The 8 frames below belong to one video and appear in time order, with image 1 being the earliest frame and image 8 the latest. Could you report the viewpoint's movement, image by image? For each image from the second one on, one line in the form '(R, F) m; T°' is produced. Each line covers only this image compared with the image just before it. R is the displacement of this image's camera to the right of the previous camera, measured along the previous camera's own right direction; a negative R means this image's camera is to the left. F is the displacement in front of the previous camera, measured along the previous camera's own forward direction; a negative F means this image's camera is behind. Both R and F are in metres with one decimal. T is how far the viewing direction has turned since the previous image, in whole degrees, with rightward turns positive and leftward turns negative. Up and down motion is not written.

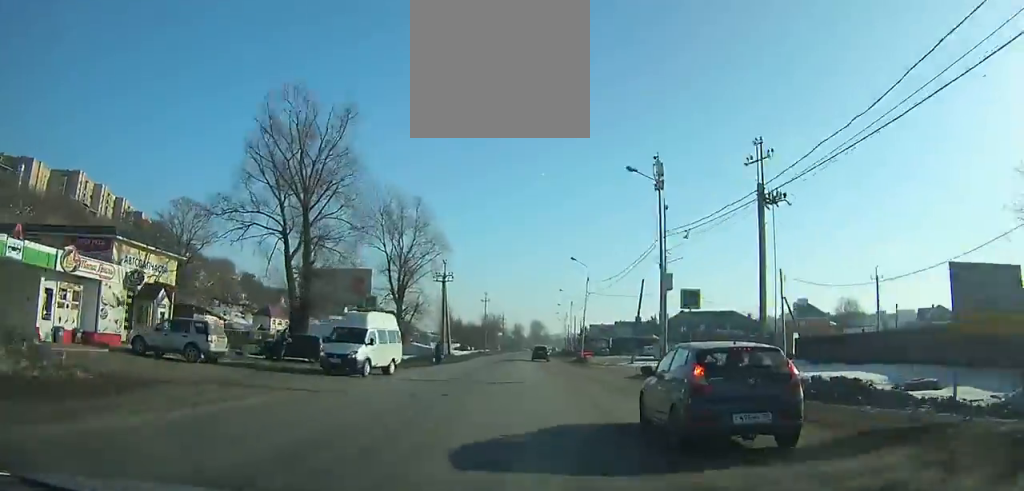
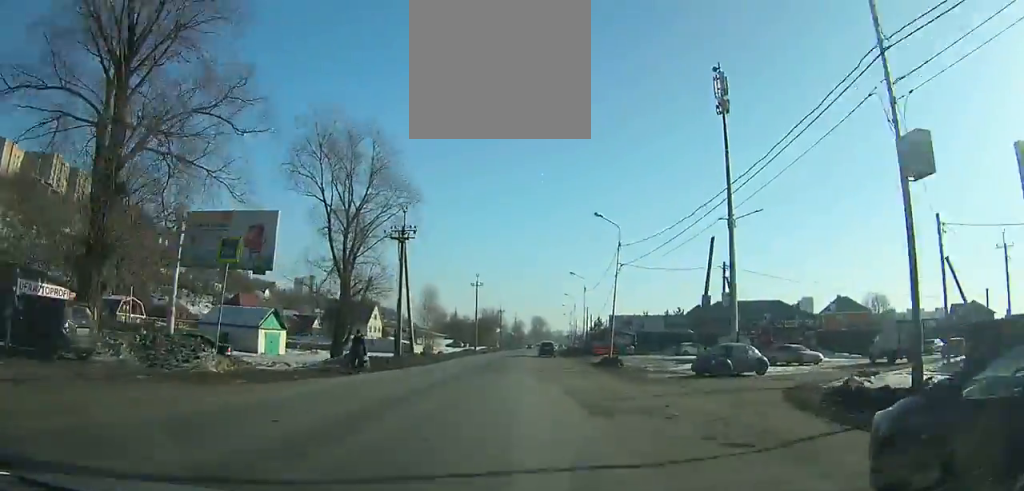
(+0.1, +20.0) m; 0°
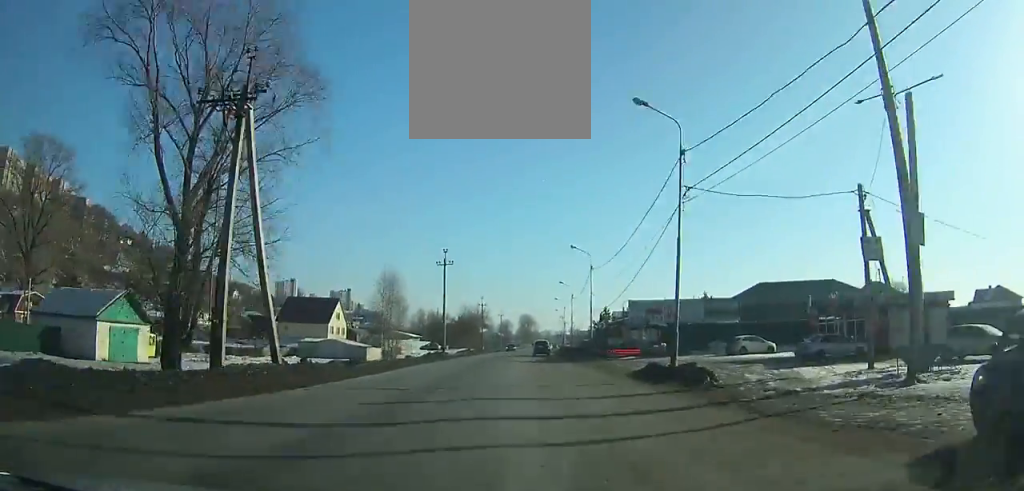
(0.0, +20.0) m; 0°
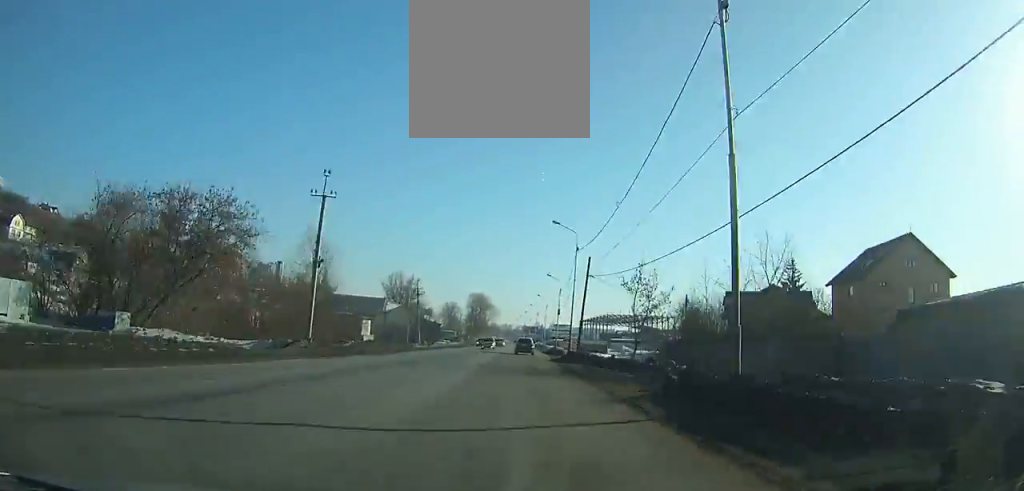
(+3.0, +115.0) m; +3°
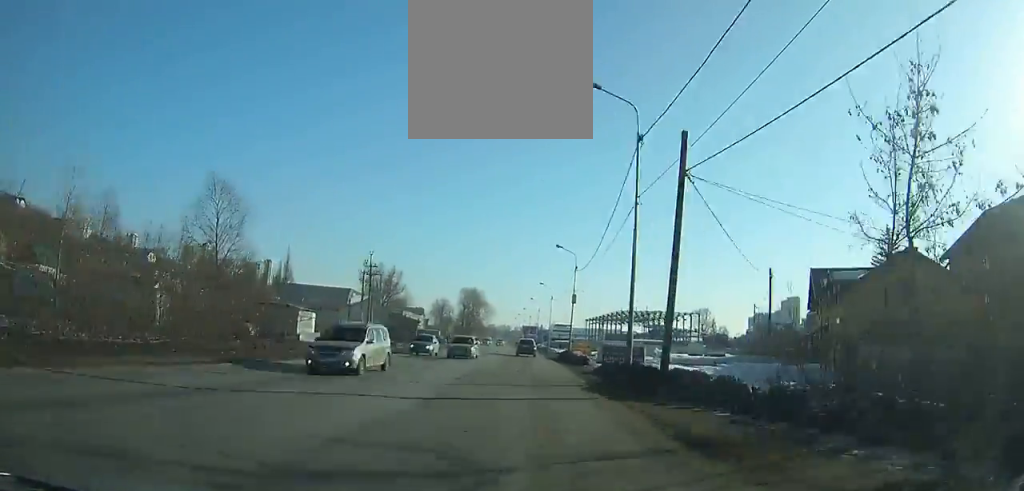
(+0.2, +25.7) m; 0°
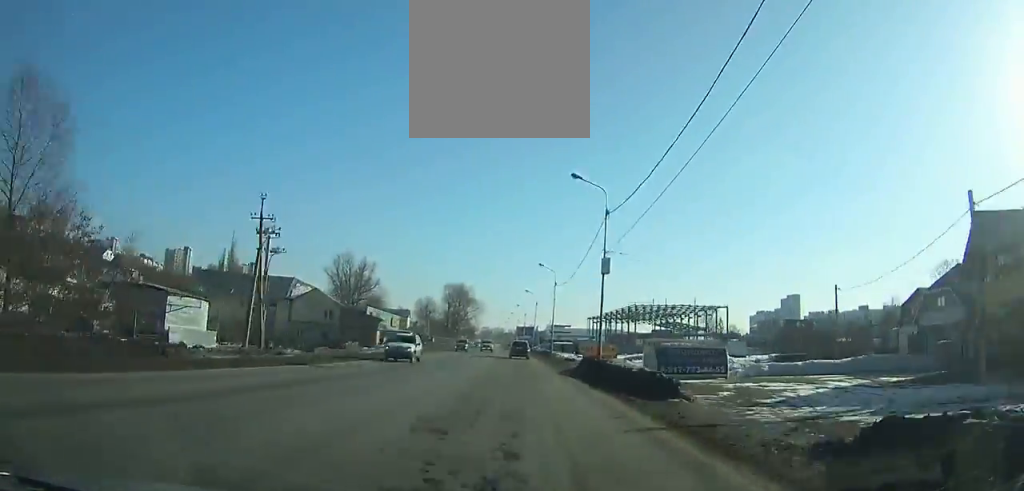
(+0.1, +24.2) m; 0°
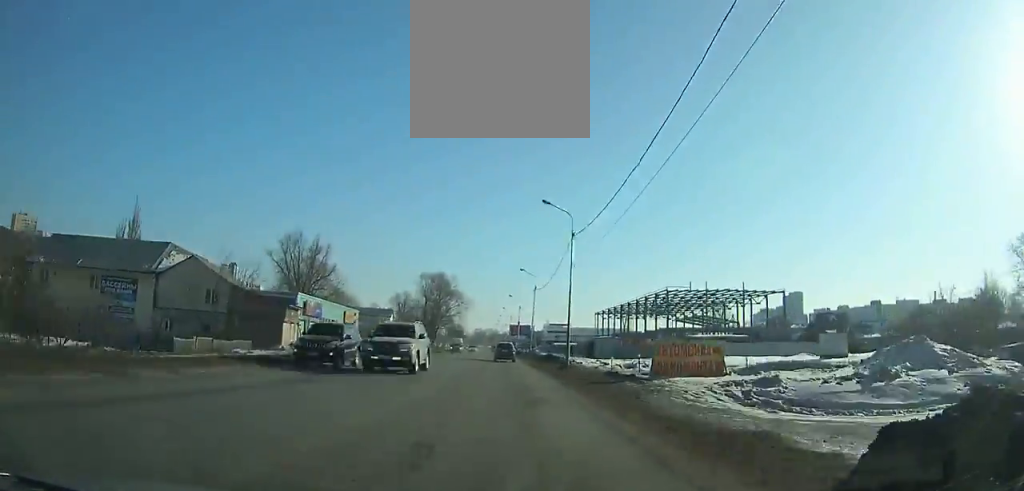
(+0.3, +29.6) m; -1°
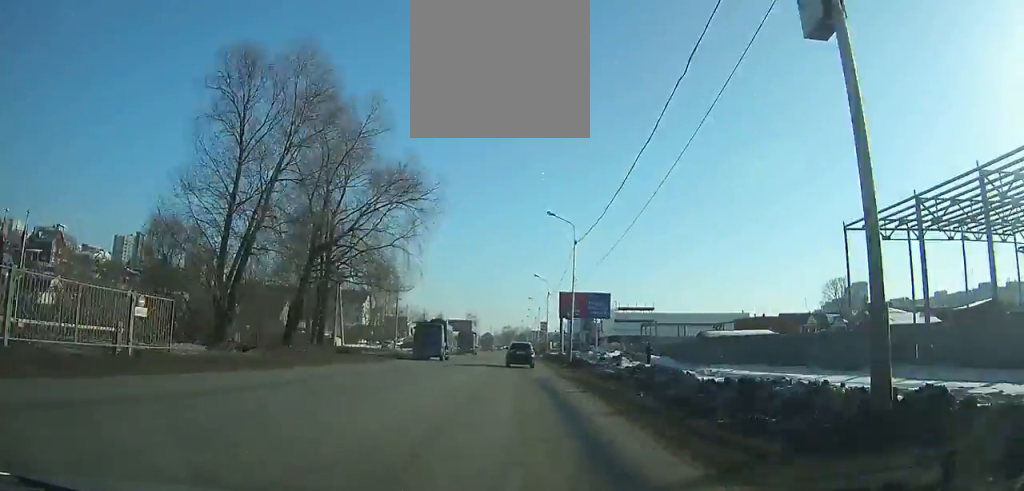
(-2.1, +98.7) m; -2°
